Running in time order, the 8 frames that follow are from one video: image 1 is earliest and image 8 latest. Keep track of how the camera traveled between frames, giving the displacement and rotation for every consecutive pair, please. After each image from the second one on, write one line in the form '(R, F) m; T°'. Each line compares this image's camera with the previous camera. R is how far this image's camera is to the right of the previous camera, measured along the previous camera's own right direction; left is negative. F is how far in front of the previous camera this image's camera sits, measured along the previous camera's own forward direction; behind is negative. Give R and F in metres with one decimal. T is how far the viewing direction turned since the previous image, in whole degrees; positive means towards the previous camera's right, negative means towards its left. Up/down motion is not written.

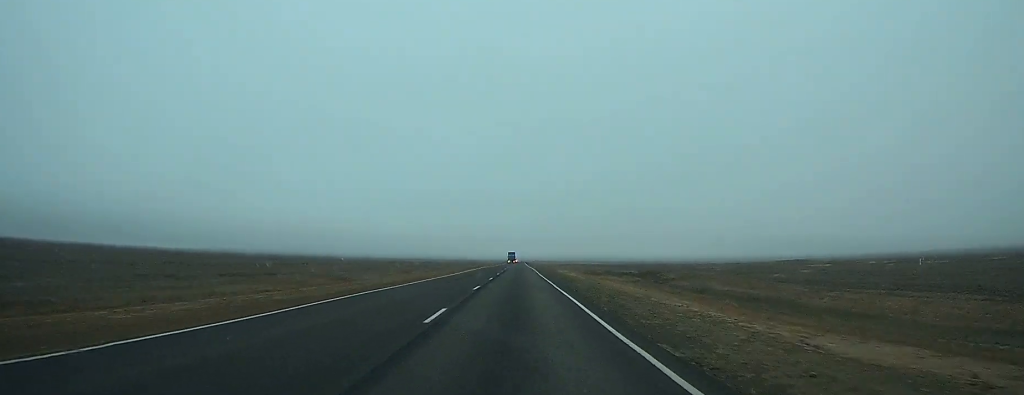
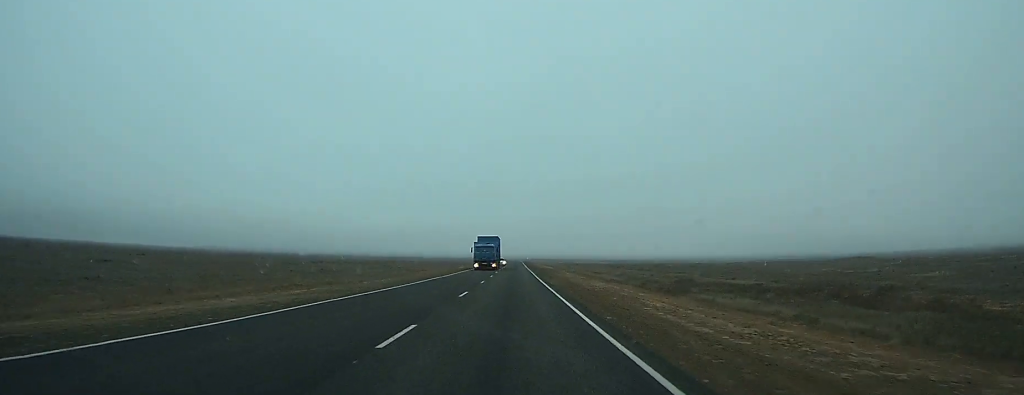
(0.0, +89.3) m; 0°
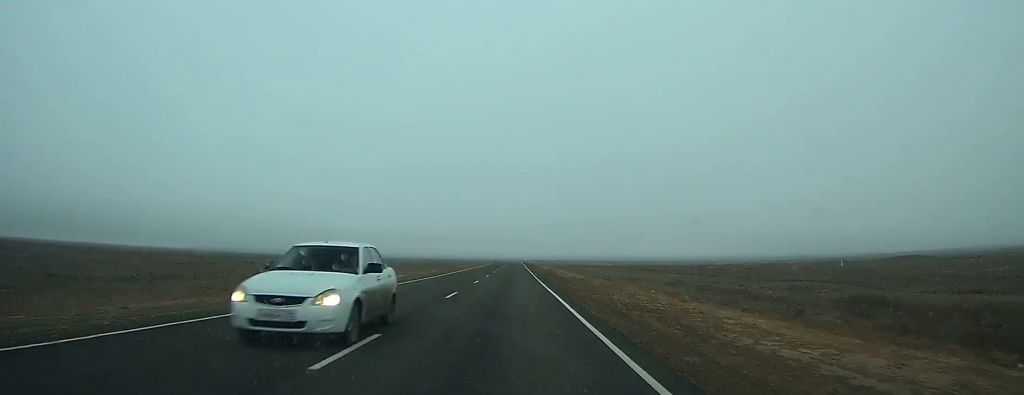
(+0.1, +49.3) m; 0°
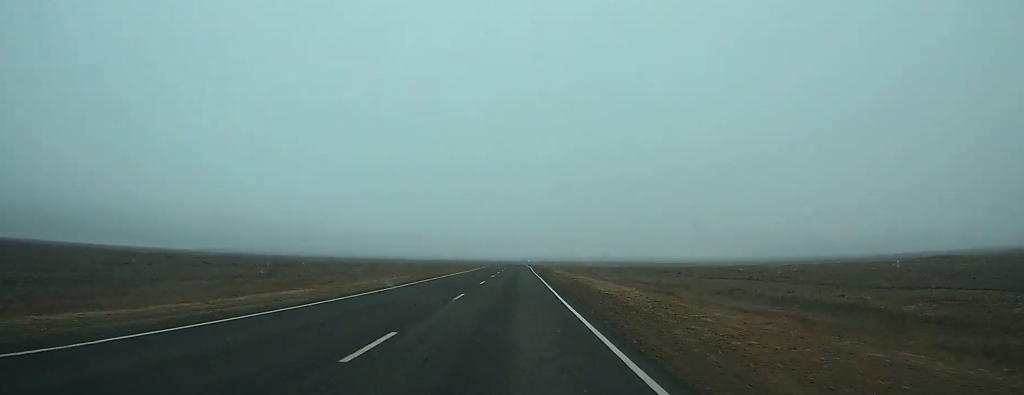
(0.0, +22.2) m; 0°
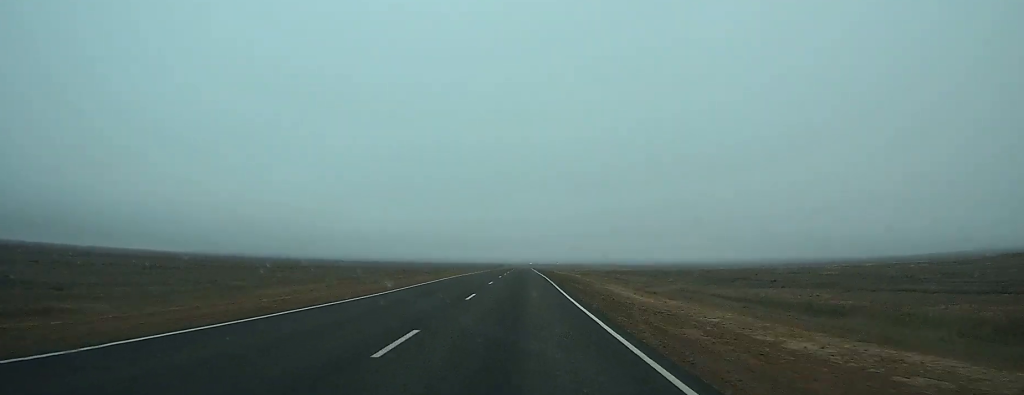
(0.0, +45.6) m; 0°
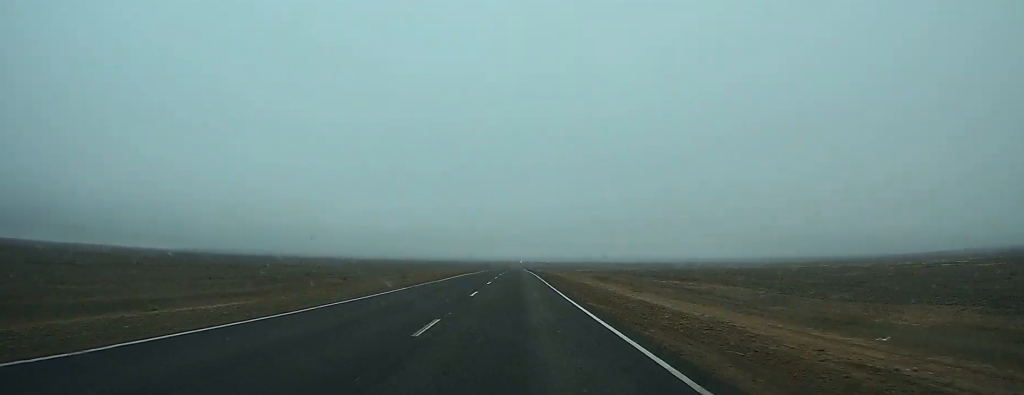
(0.0, +71.4) m; 0°
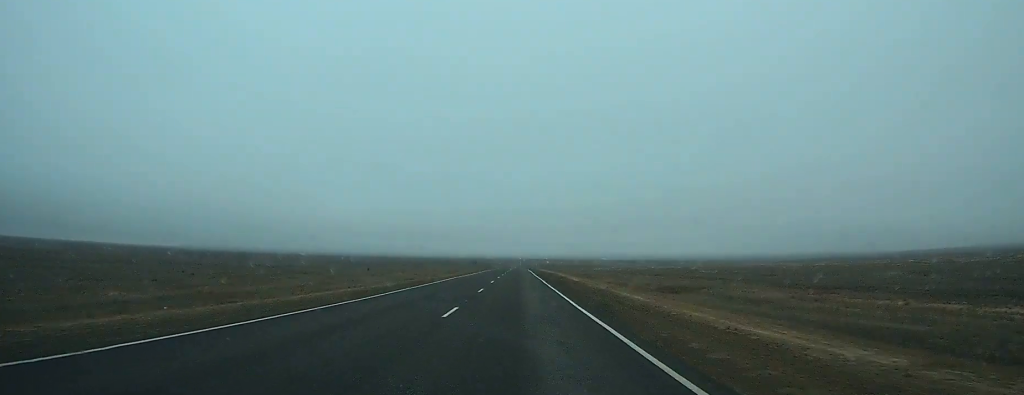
(+0.2, +82.4) m; 0°
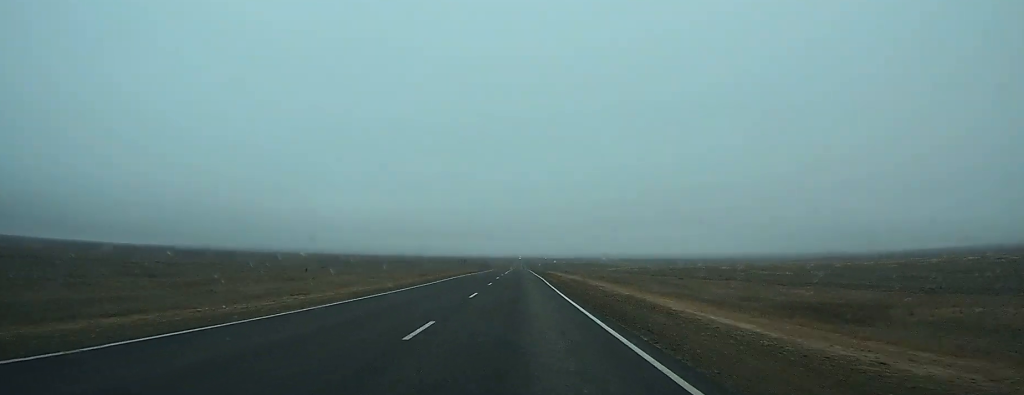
(0.0, +39.7) m; 0°
